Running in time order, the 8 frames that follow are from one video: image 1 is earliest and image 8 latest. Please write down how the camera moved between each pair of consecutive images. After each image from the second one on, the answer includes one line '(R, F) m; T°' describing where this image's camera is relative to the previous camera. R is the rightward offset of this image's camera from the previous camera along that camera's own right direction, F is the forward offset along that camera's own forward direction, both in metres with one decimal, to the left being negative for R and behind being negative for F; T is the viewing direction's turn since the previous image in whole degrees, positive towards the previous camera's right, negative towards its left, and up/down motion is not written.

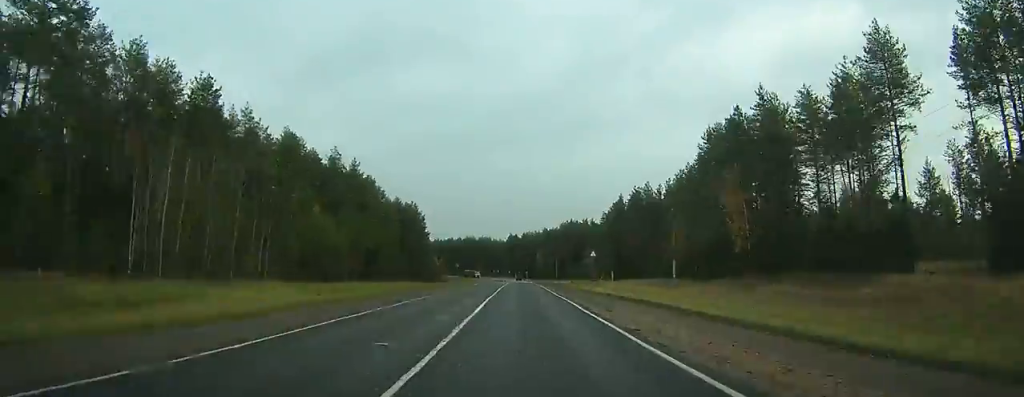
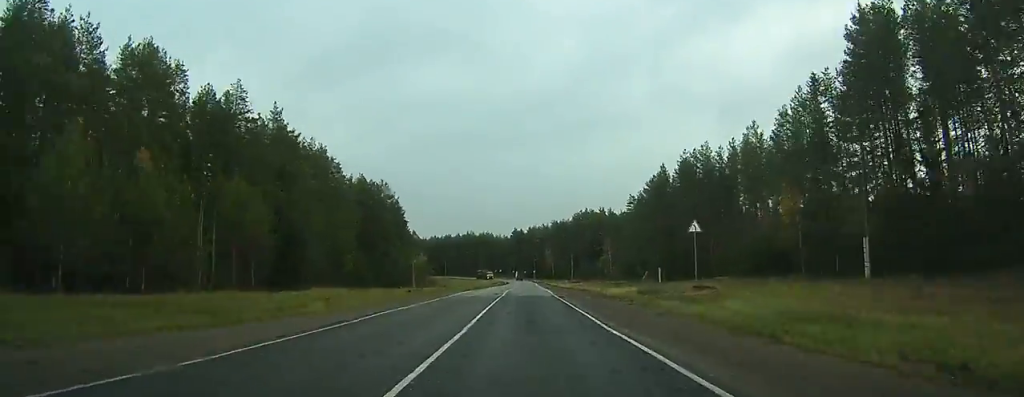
(-0.4, +44.1) m; -1°
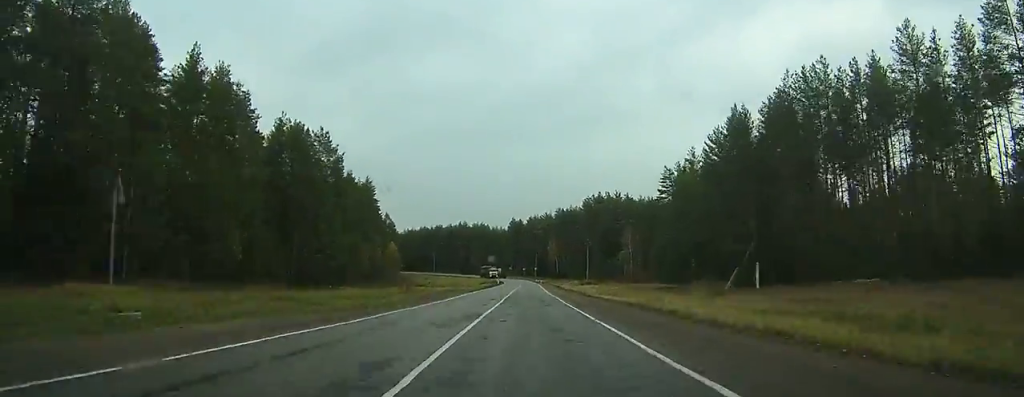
(-0.4, +41.7) m; 0°
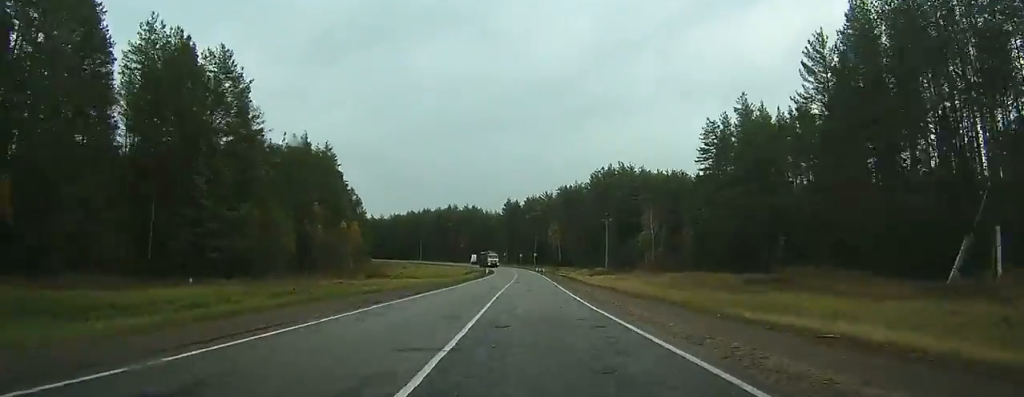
(-0.3, +31.6) m; 0°
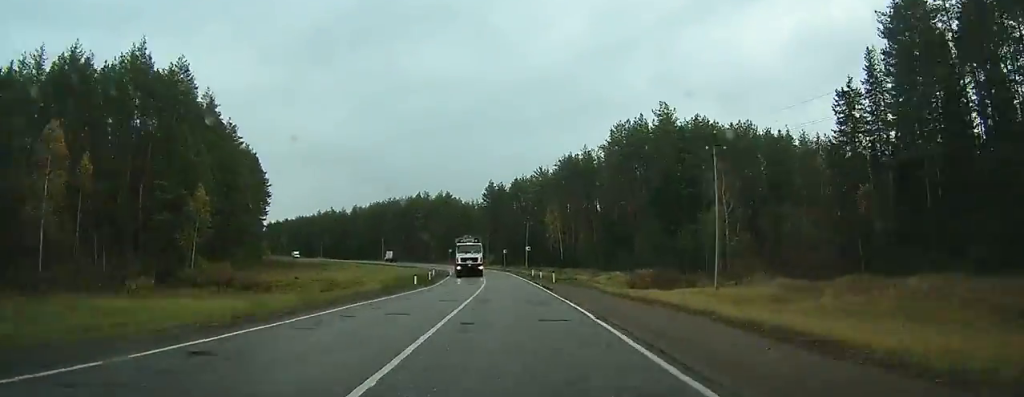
(+0.9, +55.9) m; 0°
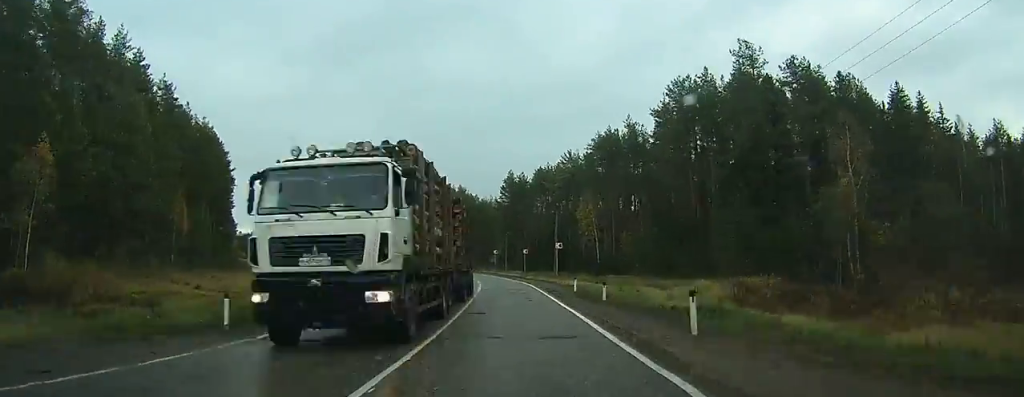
(+0.1, +28.6) m; -2°
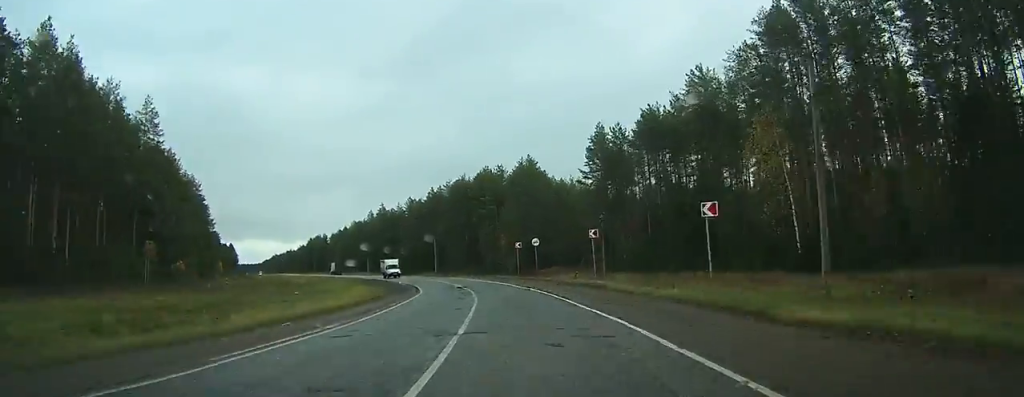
(-3.1, +50.9) m; -7°
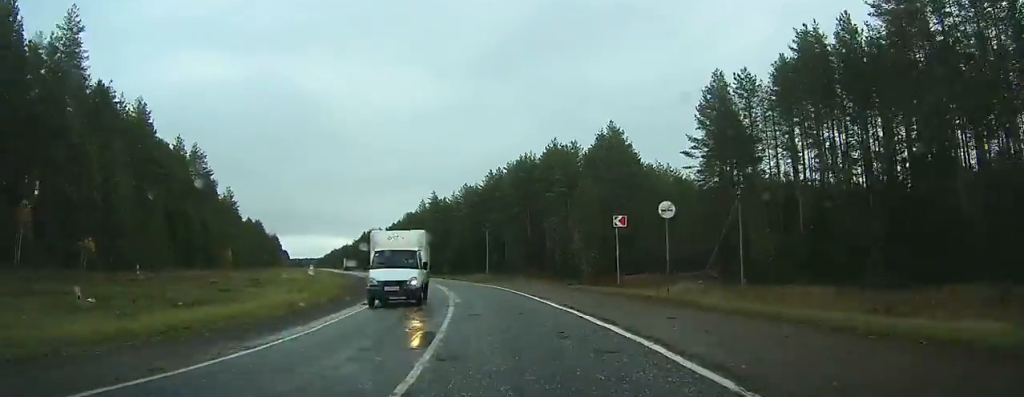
(-1.4, +29.7) m; -7°
